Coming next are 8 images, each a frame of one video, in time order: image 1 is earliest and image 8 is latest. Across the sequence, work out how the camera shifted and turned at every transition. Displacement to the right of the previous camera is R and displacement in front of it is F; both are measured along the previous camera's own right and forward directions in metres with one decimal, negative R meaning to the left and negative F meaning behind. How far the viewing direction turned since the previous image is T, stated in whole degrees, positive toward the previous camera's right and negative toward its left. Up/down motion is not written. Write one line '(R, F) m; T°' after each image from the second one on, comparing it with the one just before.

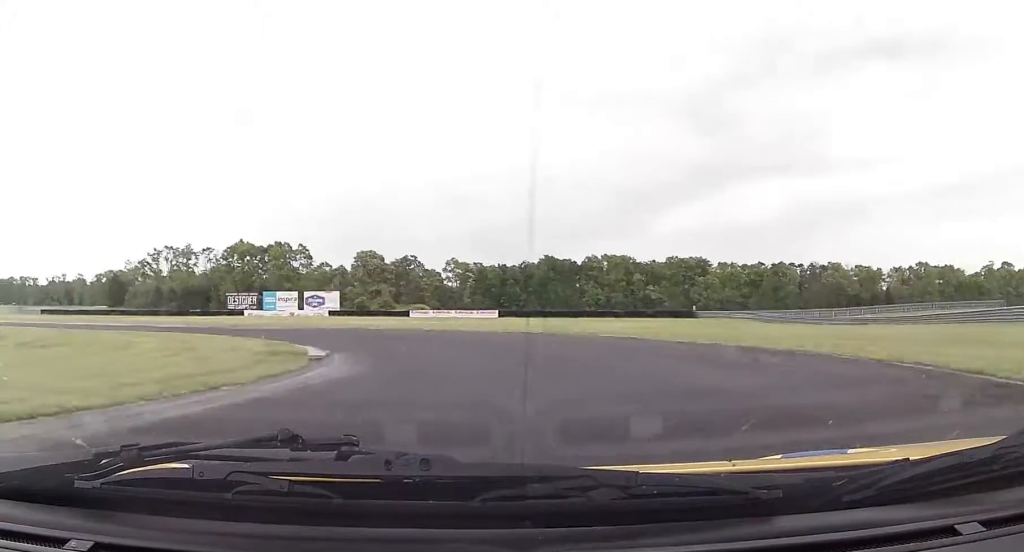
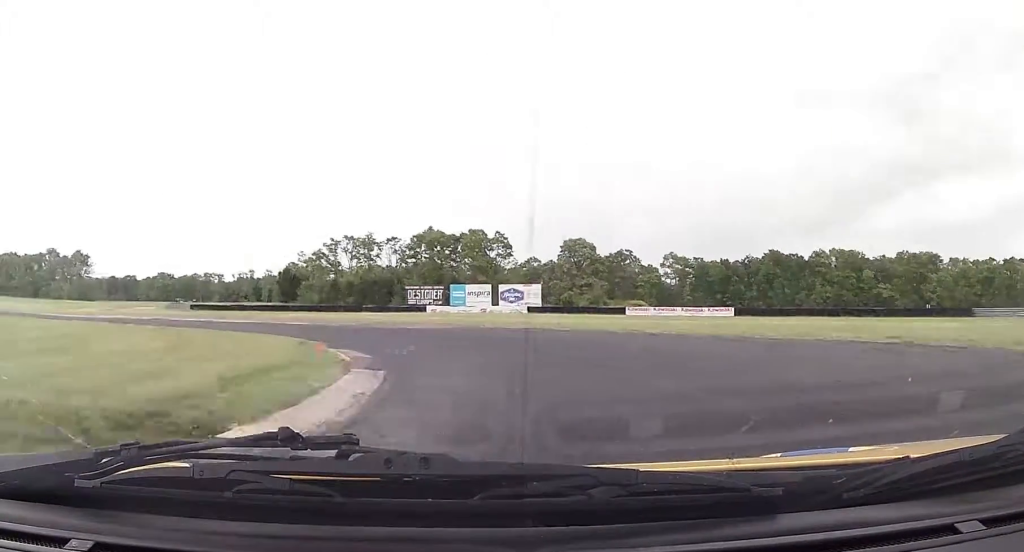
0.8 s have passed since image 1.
(-1.7, +18.0) m; -16°
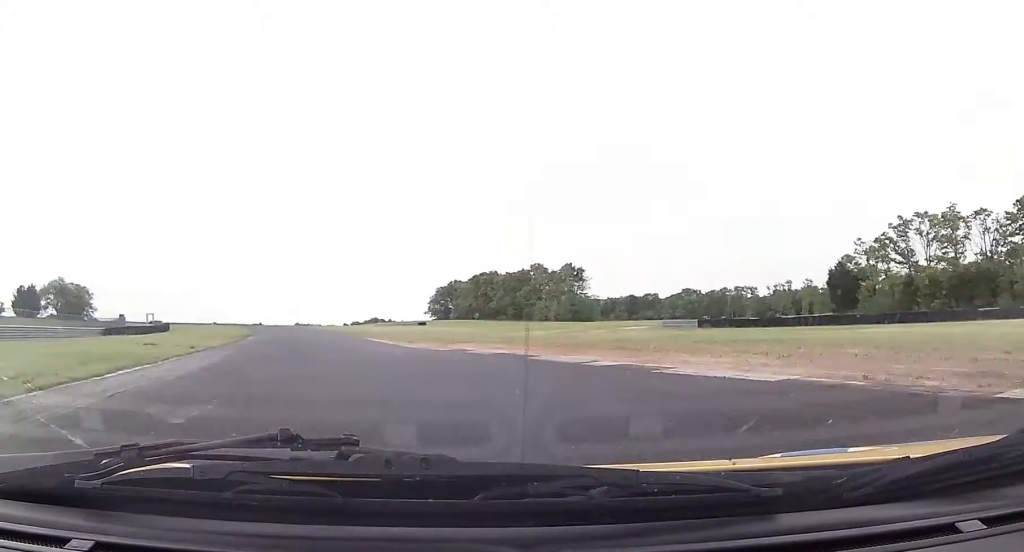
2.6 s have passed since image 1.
(-15.0, +40.6) m; -42°
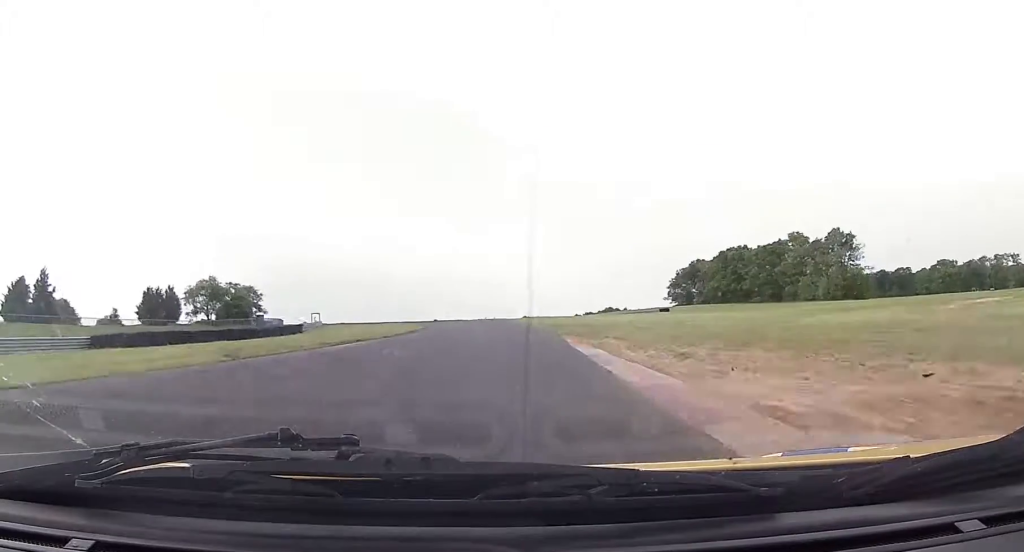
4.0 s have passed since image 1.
(-8.2, +35.0) m; -19°
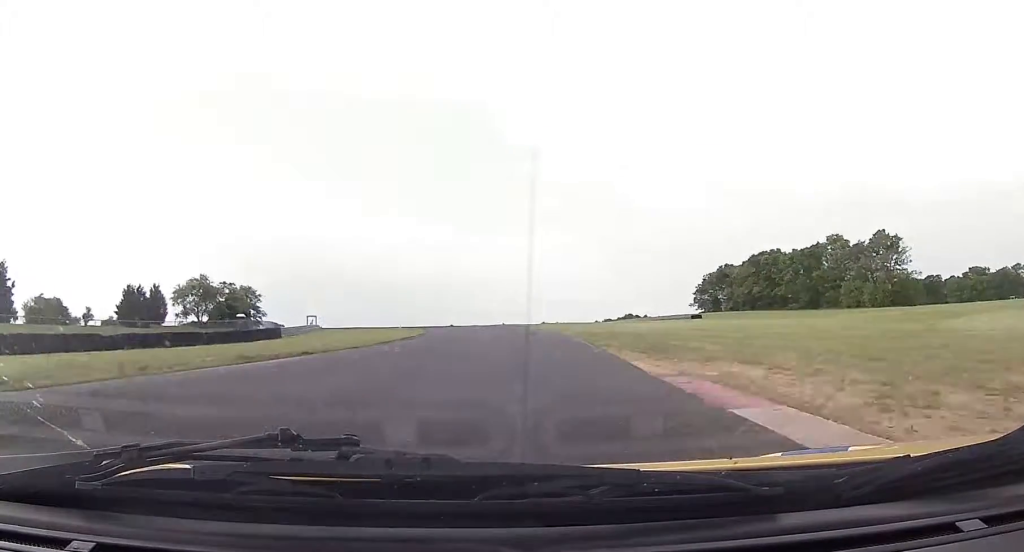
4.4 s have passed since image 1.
(-0.4, +13.6) m; -4°
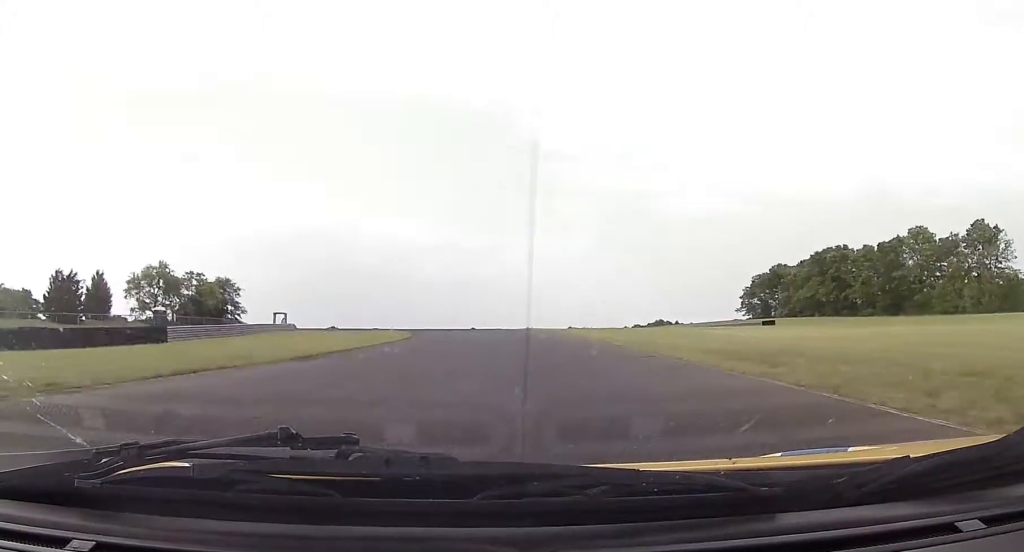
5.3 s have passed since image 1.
(-1.5, +28.1) m; -3°
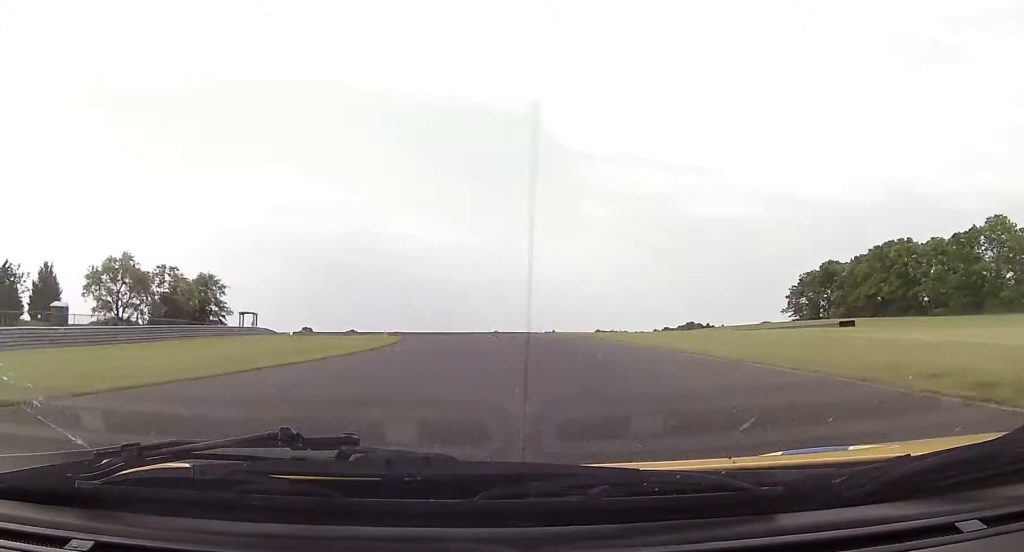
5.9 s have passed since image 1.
(-0.3, +19.6) m; -2°
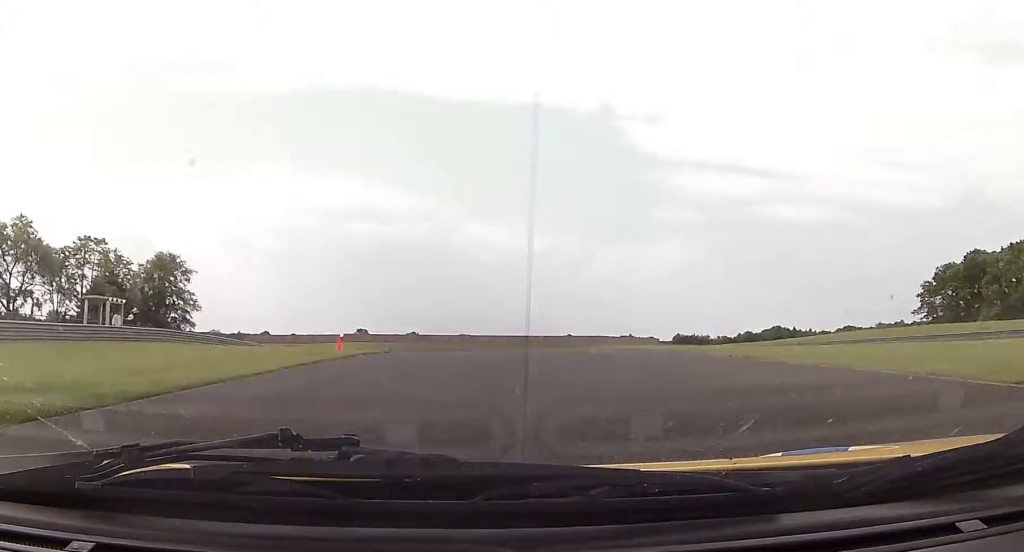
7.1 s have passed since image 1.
(-0.9, +38.2) m; -4°
